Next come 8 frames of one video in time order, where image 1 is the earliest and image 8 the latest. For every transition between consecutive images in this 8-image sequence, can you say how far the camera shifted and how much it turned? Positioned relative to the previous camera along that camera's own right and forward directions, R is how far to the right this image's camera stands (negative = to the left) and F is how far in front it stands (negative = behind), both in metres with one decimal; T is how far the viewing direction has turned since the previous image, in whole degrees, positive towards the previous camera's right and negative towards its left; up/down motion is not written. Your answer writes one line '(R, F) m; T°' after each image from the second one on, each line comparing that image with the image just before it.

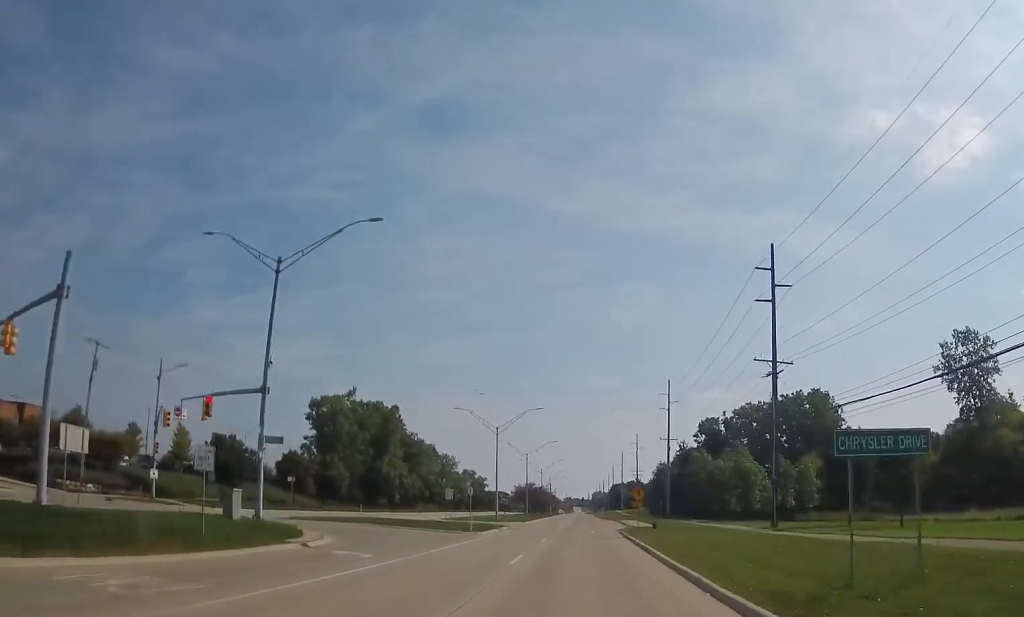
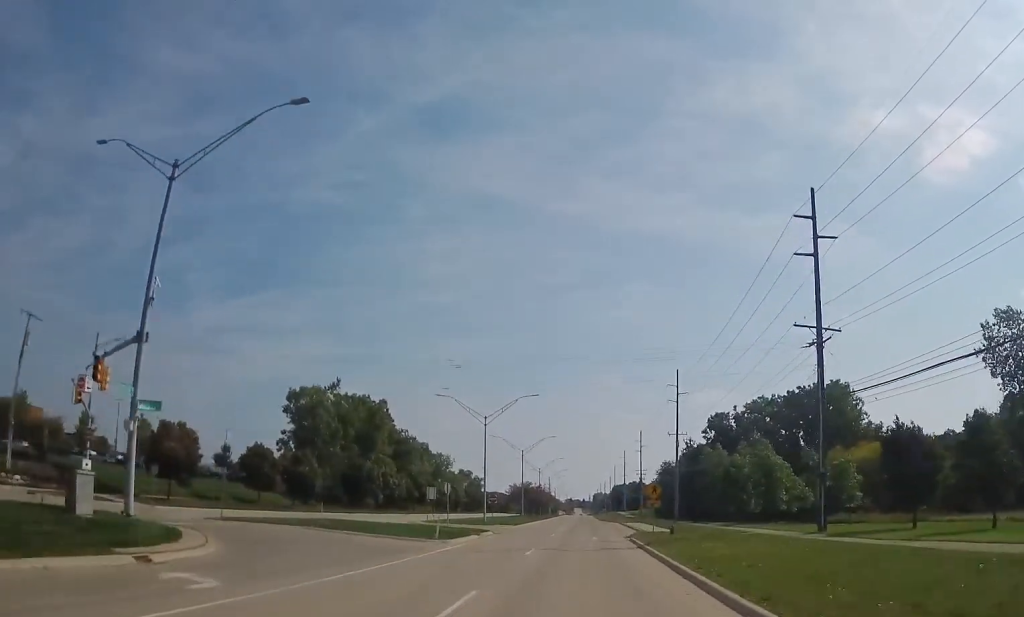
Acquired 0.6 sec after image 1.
(+0.1, +10.1) m; 0°
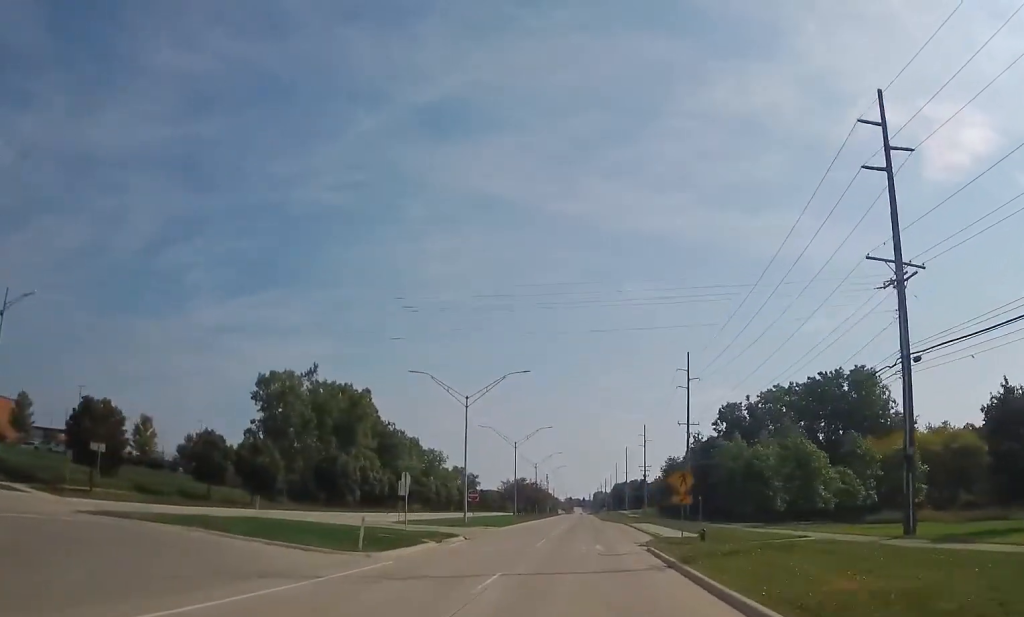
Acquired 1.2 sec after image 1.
(-0.3, +11.5) m; -1°
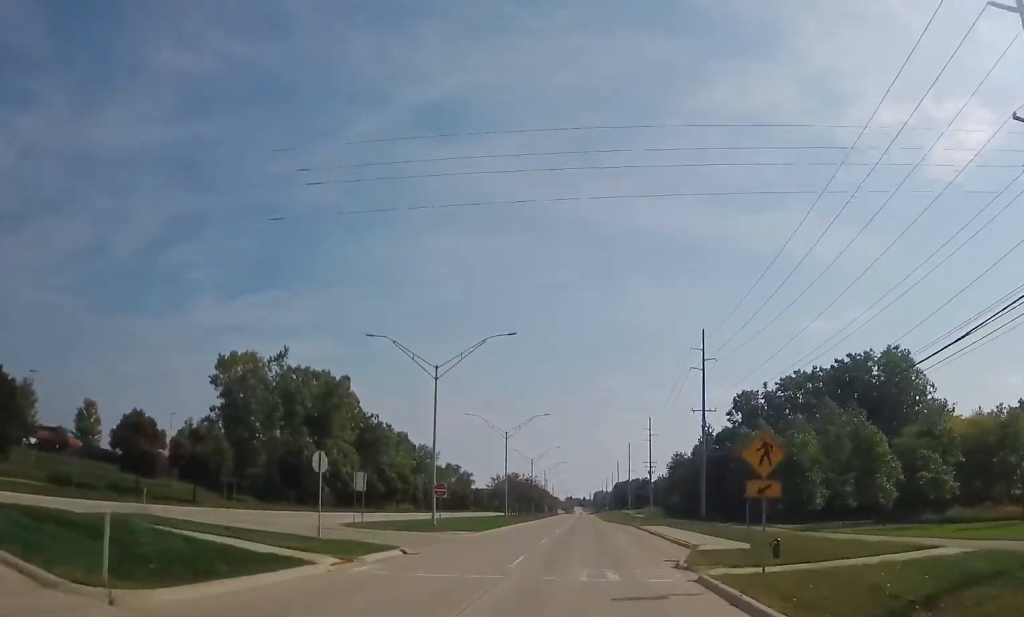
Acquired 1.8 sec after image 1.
(-0.1, +12.5) m; 0°
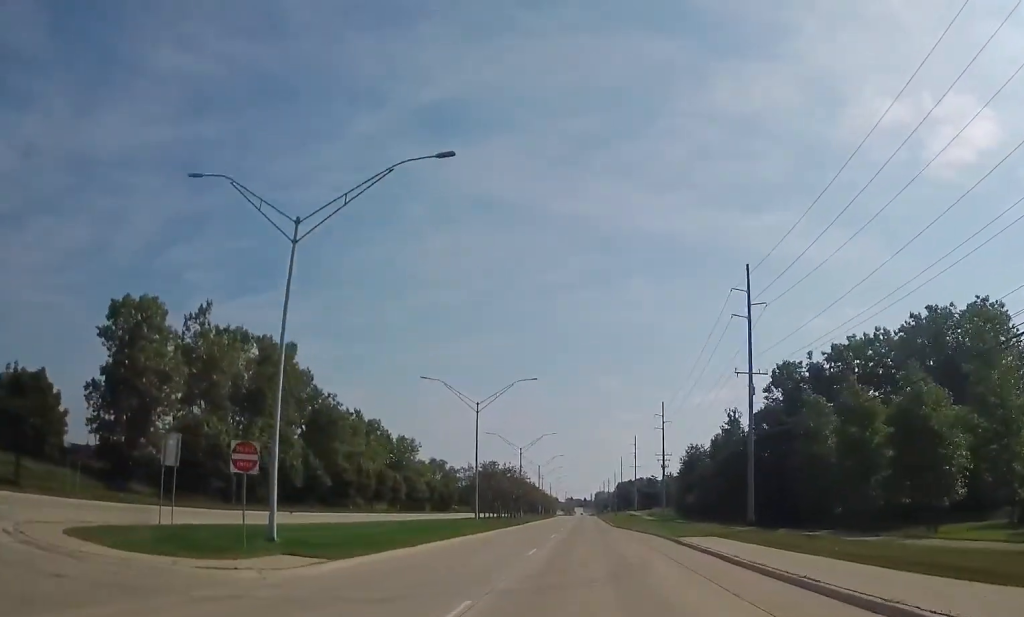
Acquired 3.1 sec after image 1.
(+0.5, +24.2) m; +2°
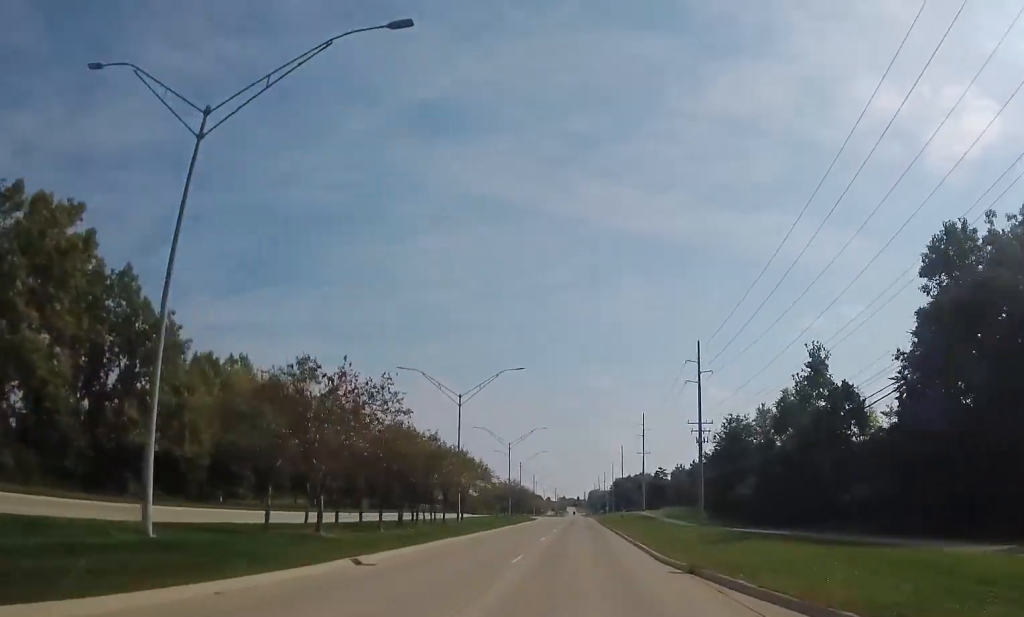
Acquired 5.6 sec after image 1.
(-0.8, +47.5) m; -1°
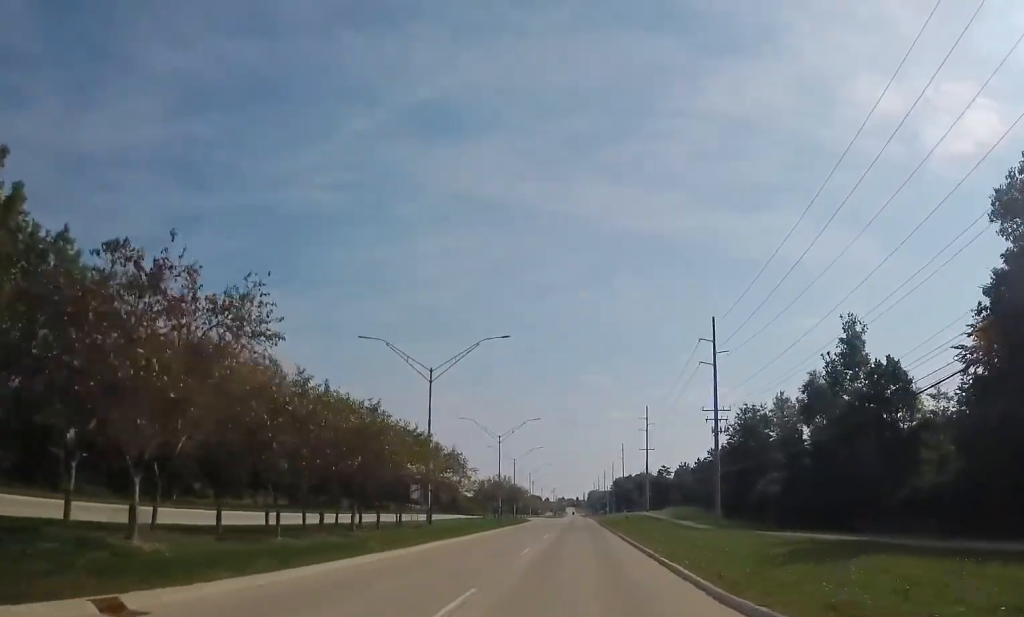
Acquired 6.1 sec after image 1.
(+0.3, +10.8) m; 0°
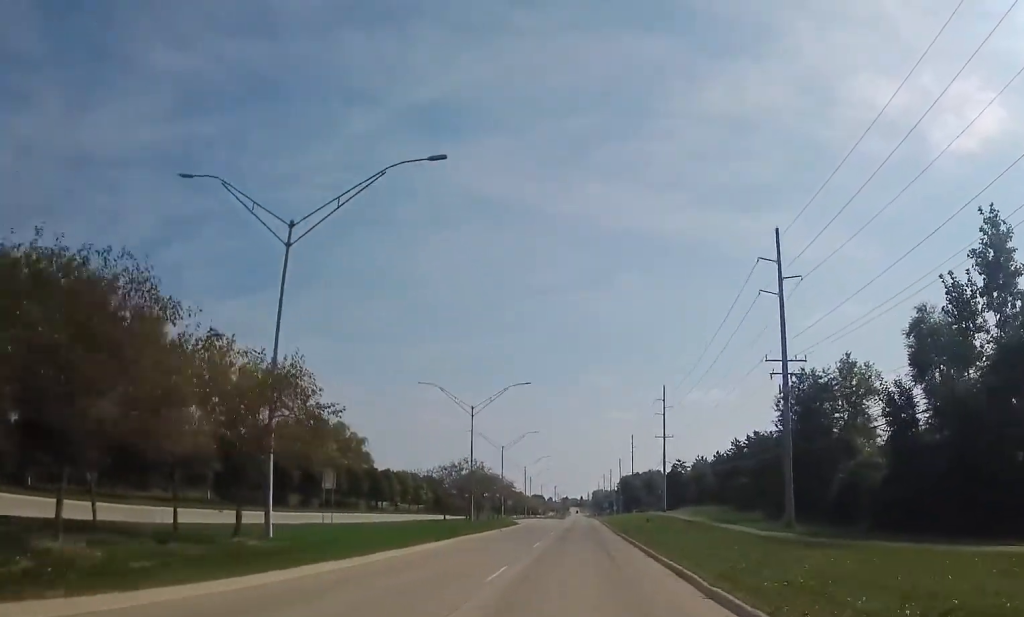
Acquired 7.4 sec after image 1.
(-0.4, +24.6) m; -2°
